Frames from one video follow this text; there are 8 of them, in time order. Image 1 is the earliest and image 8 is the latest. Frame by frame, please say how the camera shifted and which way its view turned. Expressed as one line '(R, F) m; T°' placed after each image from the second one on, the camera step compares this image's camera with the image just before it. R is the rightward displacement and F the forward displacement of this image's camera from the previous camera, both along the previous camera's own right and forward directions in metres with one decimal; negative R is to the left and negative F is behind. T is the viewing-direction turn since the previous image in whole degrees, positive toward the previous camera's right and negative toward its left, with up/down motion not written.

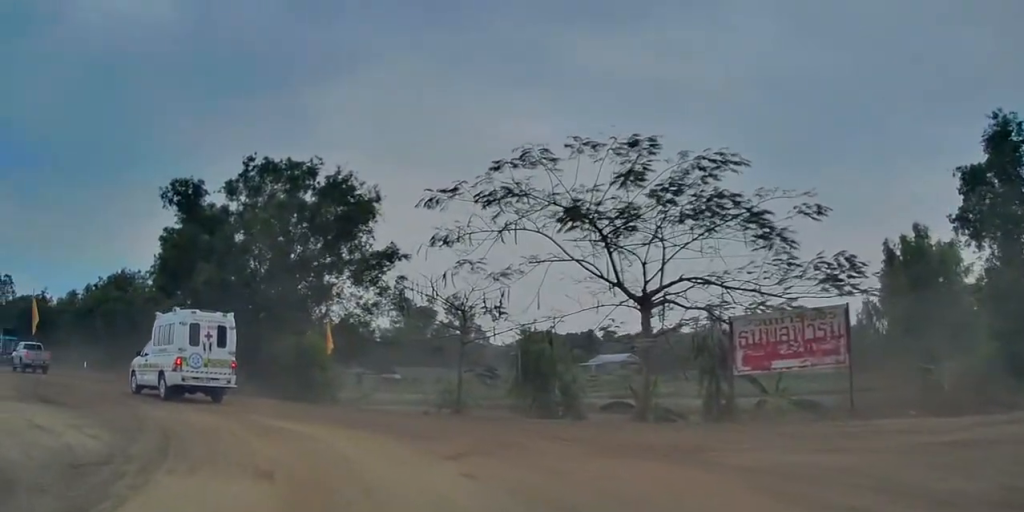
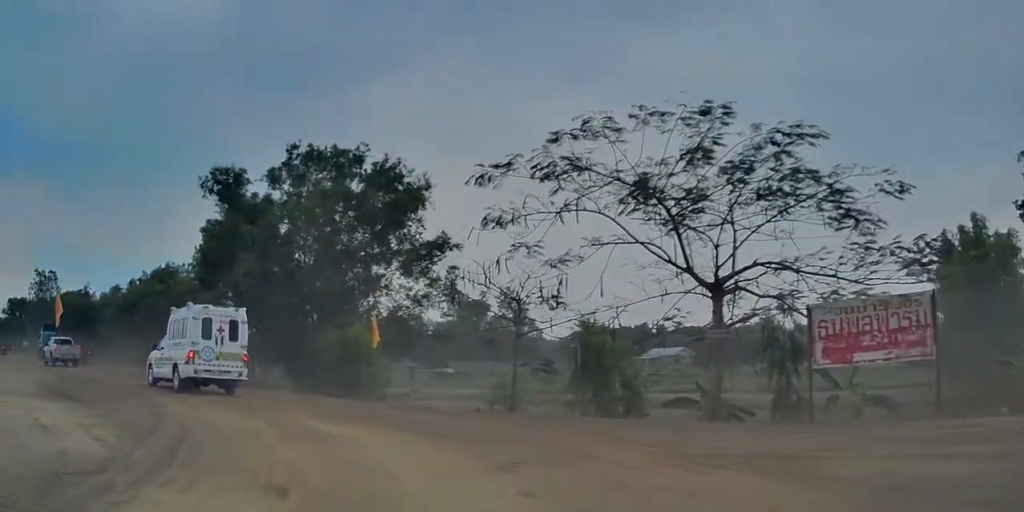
(+0.2, +1.1) m; +4°
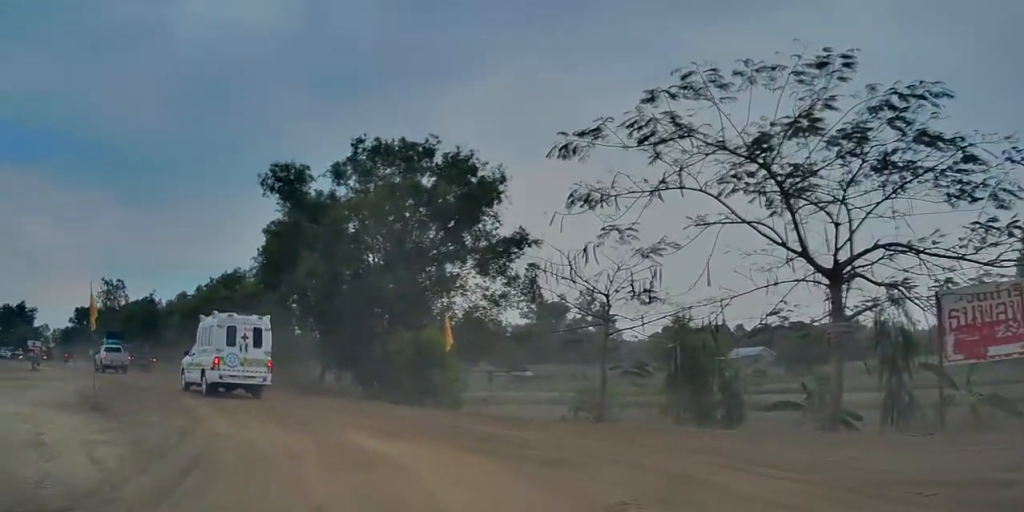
(-0.1, +1.6) m; -12°
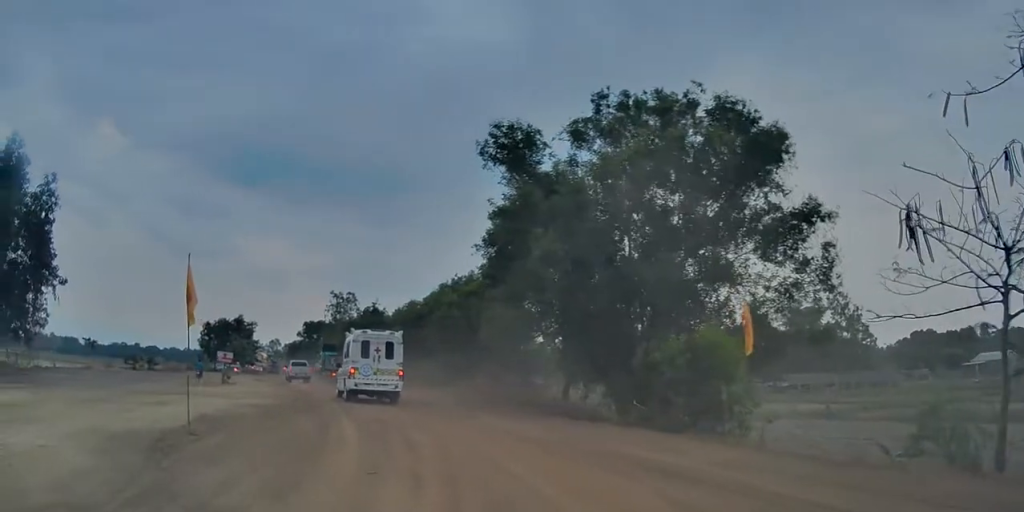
(-1.4, +5.3) m; -18°
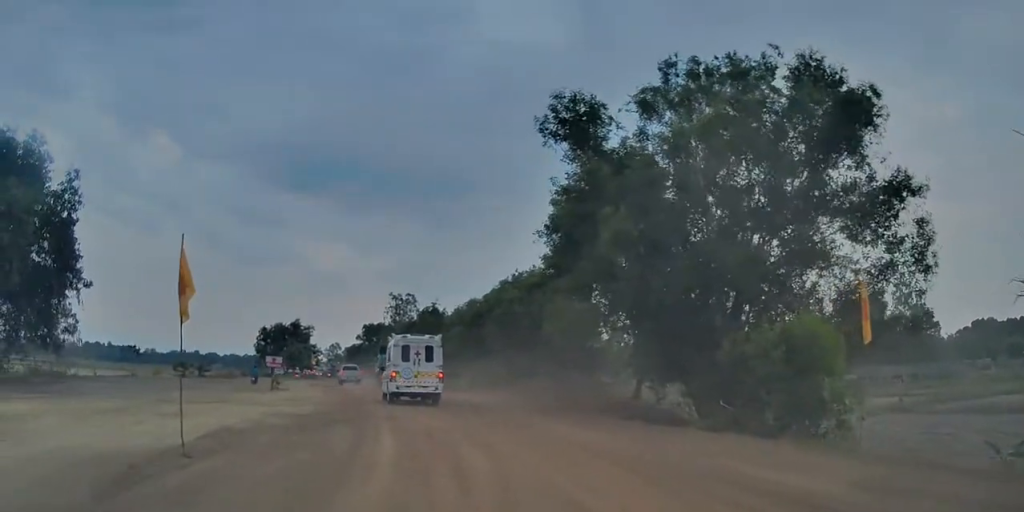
(0.0, +1.9) m; 0°
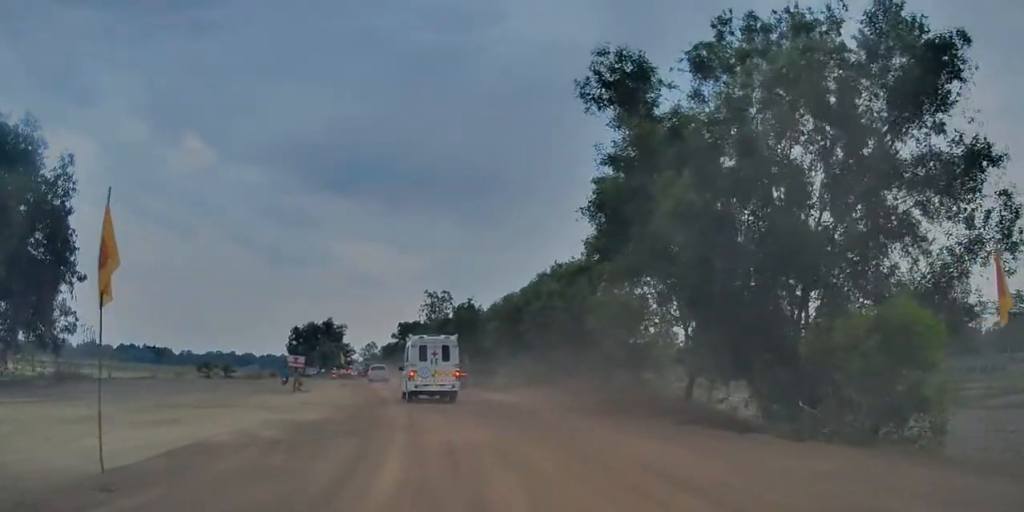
(0.0, +2.2) m; -2°
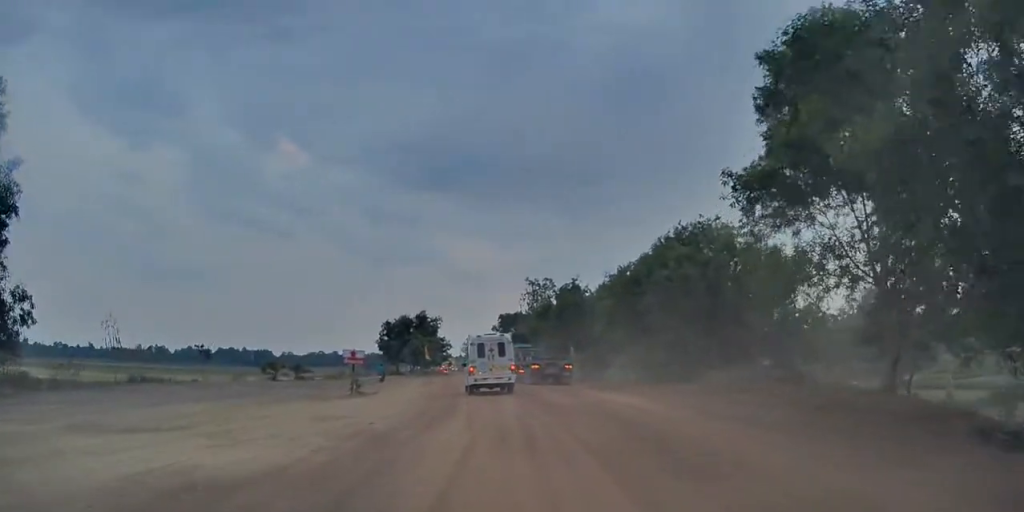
(-0.8, +7.3) m; -11°
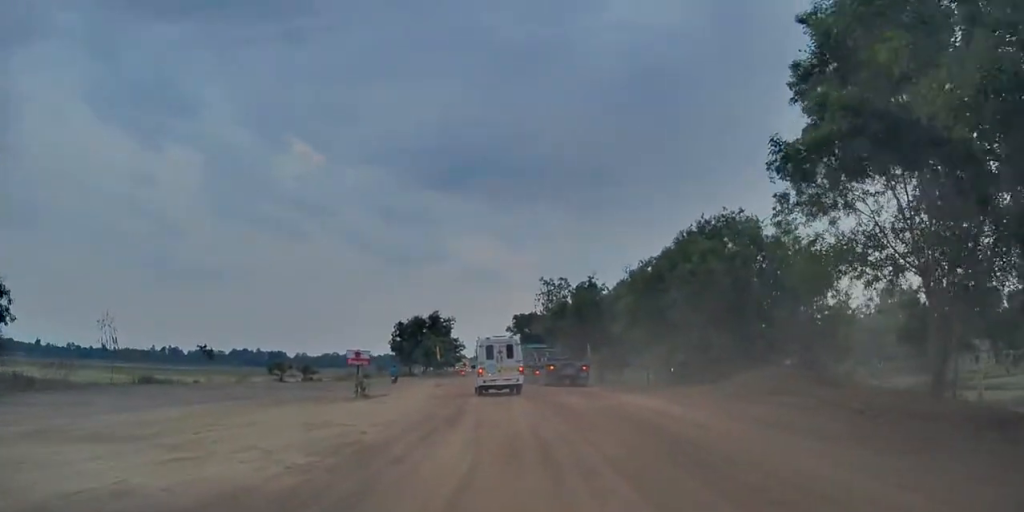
(-0.2, +1.5) m; 0°
